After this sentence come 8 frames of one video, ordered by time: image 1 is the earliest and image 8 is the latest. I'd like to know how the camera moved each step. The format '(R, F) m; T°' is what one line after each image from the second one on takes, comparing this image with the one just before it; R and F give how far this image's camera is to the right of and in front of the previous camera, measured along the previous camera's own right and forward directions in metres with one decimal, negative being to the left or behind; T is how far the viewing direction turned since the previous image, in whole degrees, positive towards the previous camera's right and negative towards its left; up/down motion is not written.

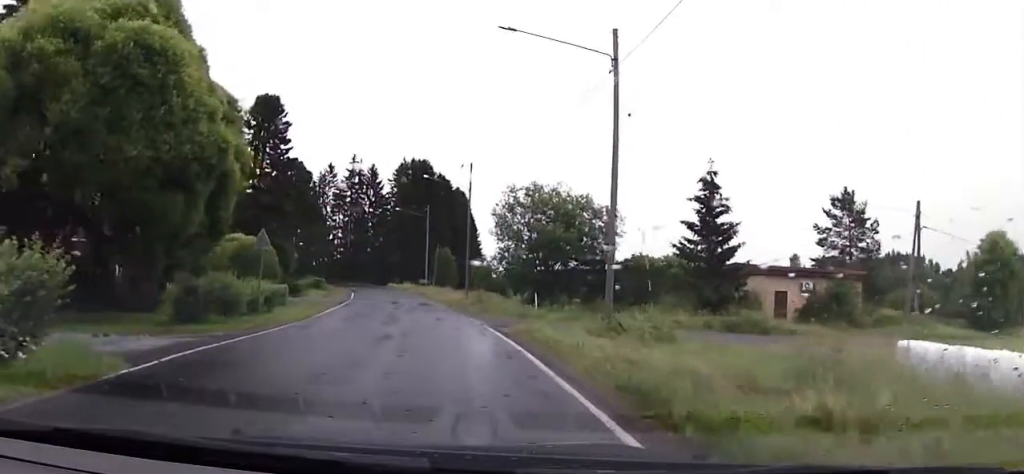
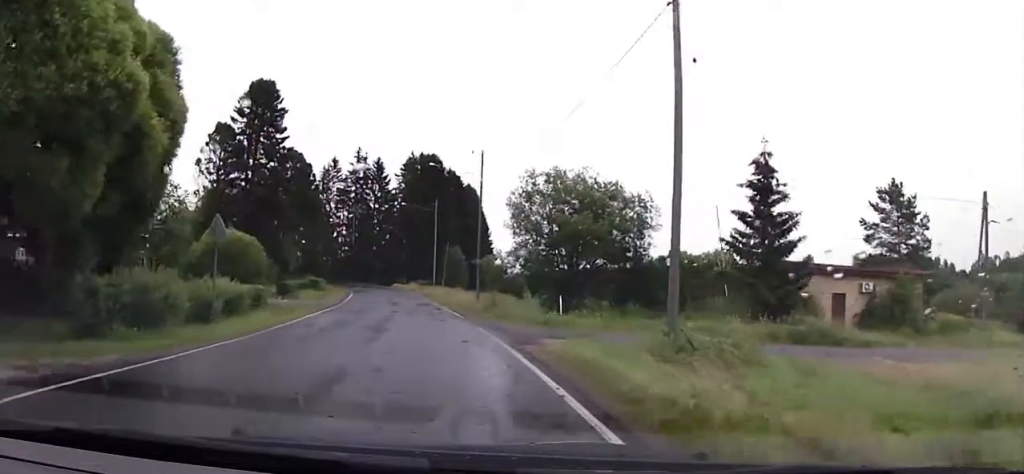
(+0.2, +5.4) m; +1°
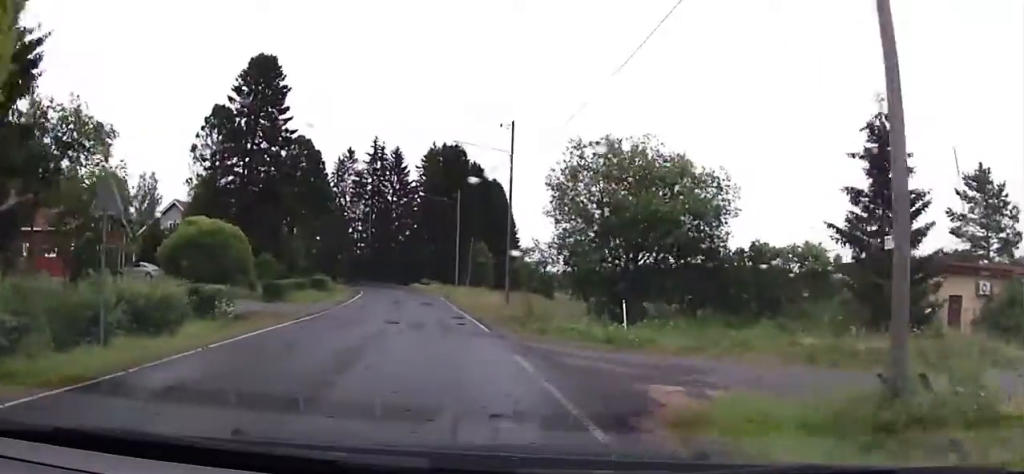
(+0.1, +7.3) m; -2°
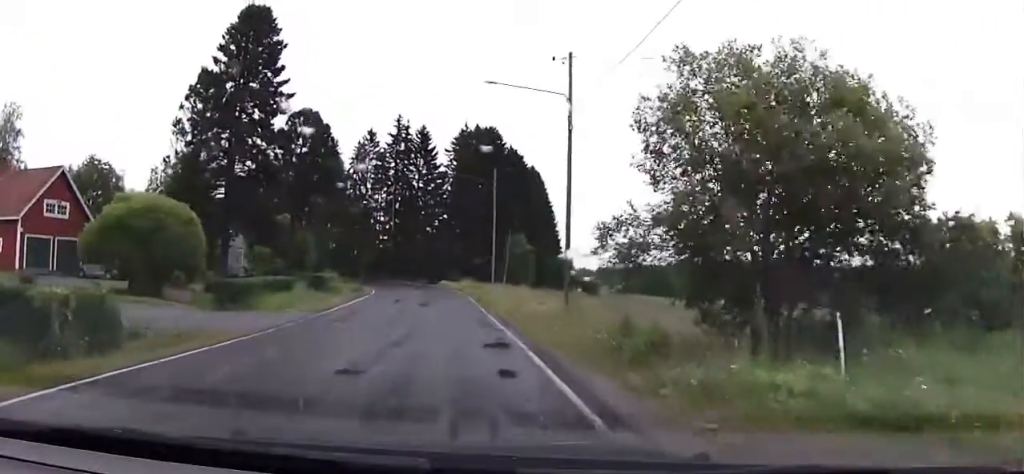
(-0.7, +10.6) m; -7°
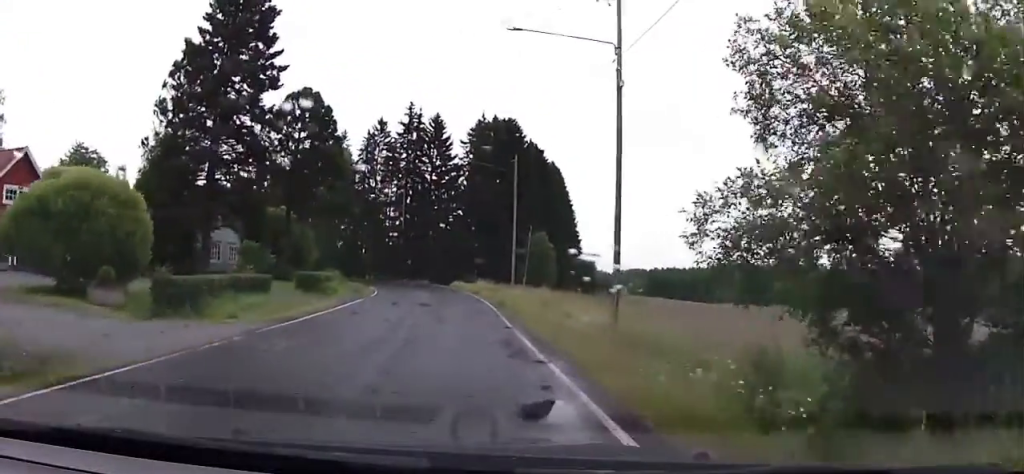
(-0.1, +6.0) m; -1°
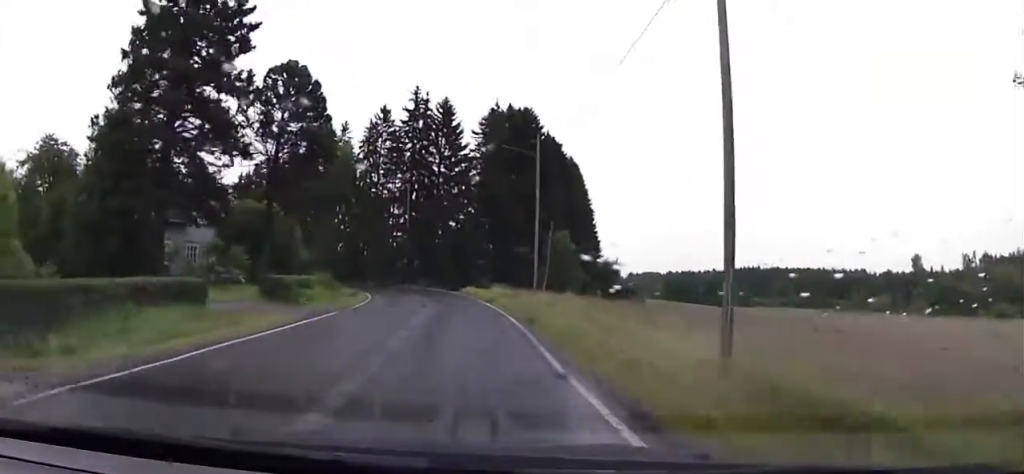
(0.0, +7.9) m; 0°
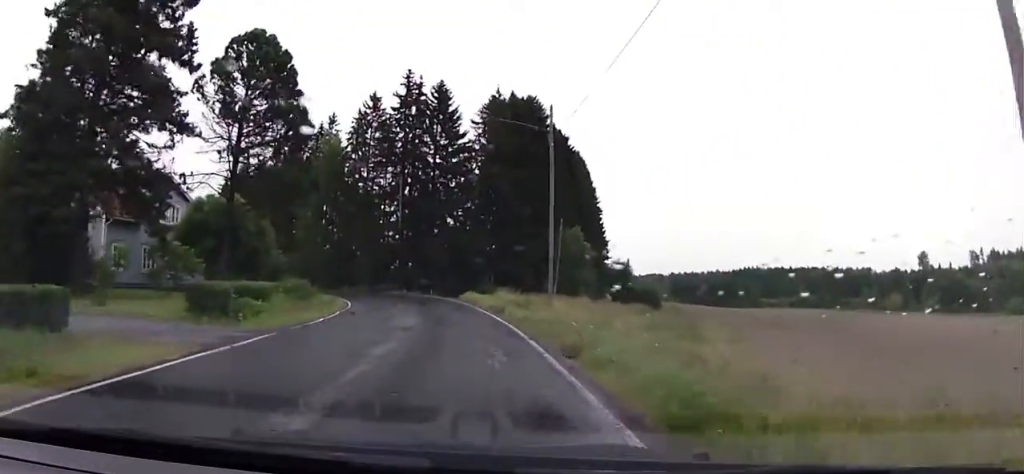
(0.0, +7.5) m; 0°
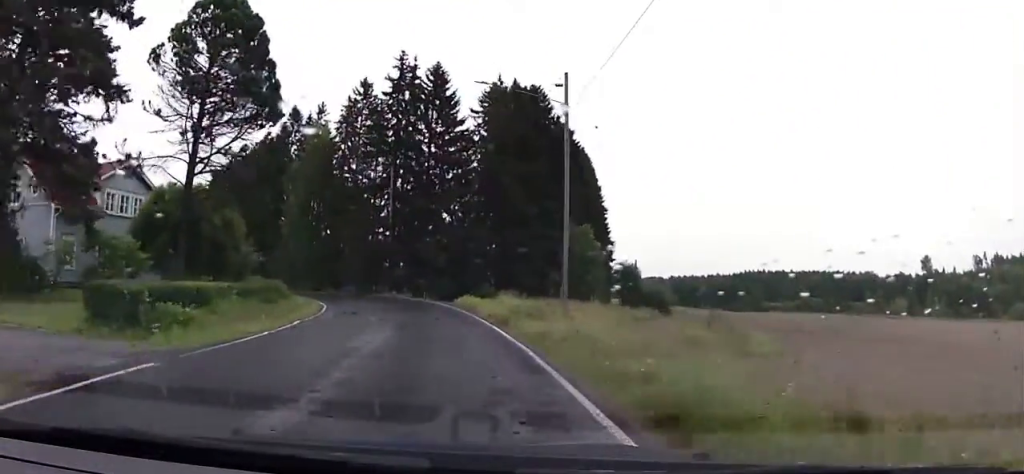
(0.0, +5.8) m; 0°
